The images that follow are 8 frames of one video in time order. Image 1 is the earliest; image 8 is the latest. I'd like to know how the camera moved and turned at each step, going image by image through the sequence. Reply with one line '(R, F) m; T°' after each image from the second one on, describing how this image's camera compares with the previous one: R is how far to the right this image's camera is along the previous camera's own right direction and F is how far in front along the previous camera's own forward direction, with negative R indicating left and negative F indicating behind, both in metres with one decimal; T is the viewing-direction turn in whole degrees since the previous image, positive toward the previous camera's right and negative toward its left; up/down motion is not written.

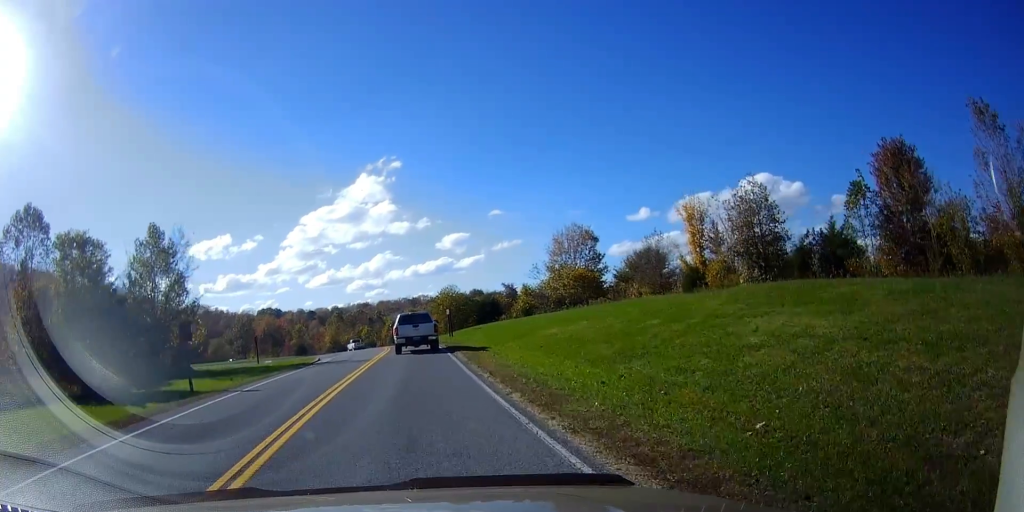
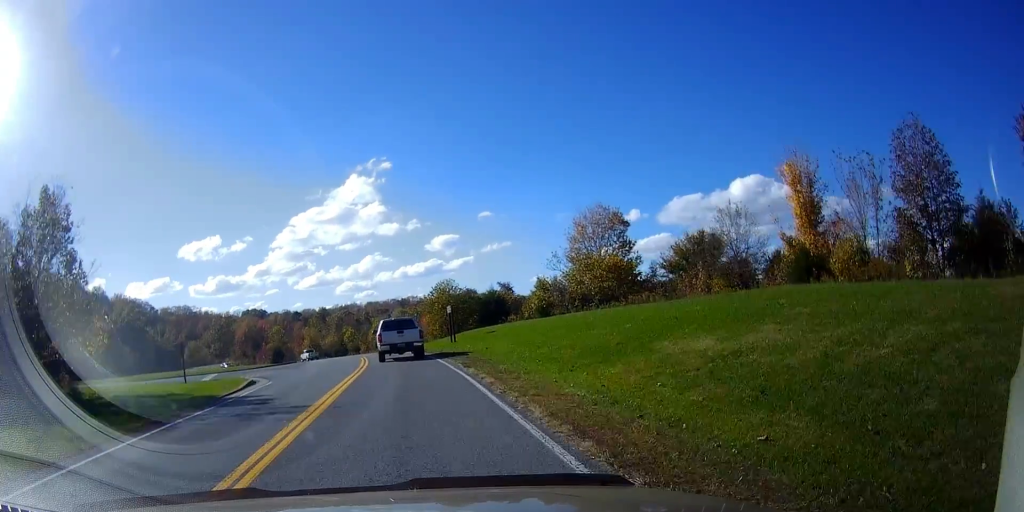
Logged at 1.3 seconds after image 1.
(+0.4, +14.7) m; +2°
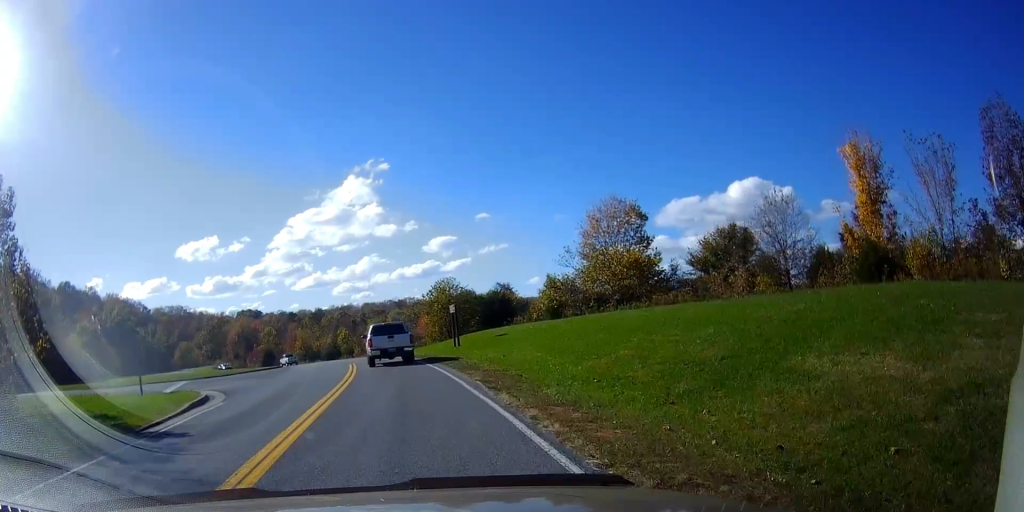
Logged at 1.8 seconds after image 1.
(0.0, +5.8) m; 0°
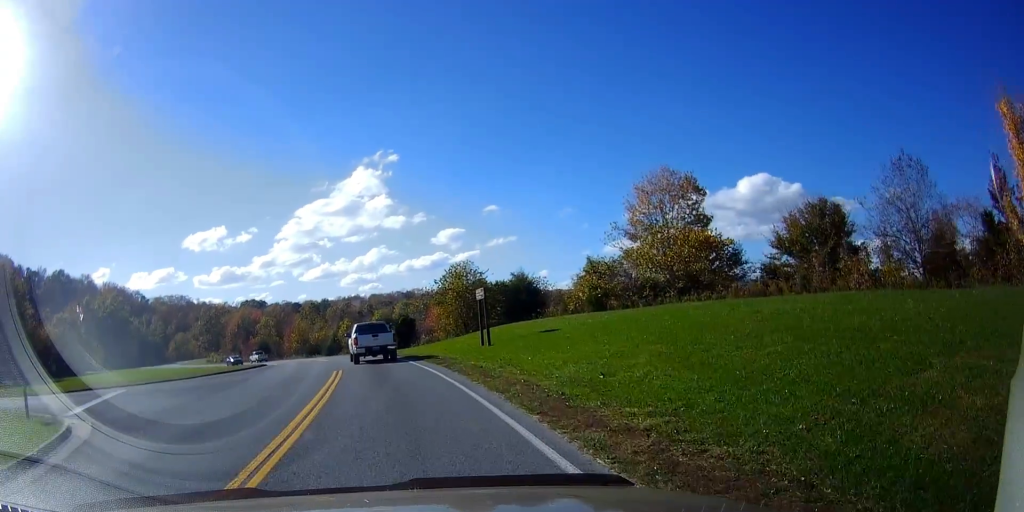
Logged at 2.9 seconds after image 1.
(-0.2, +11.1) m; -1°
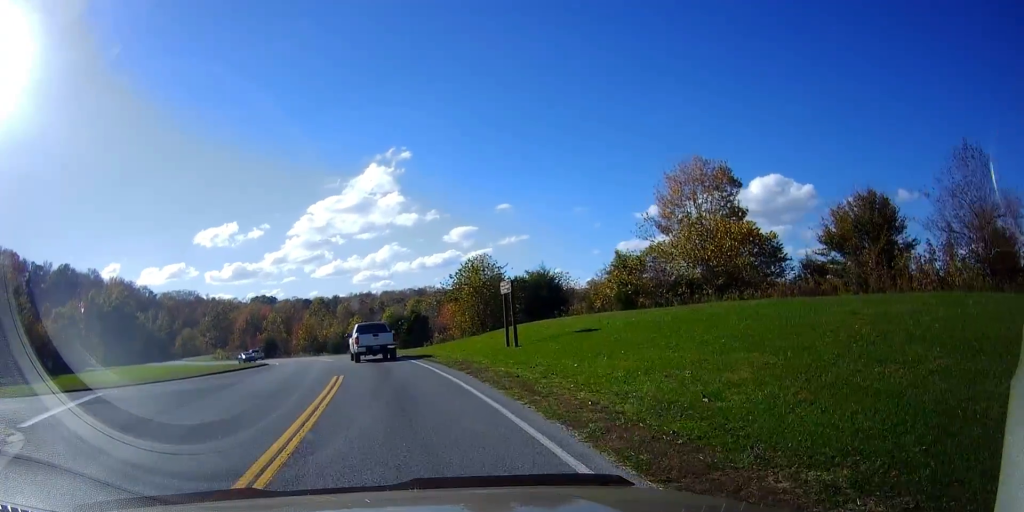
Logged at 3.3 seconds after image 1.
(0.0, +4.1) m; 0°
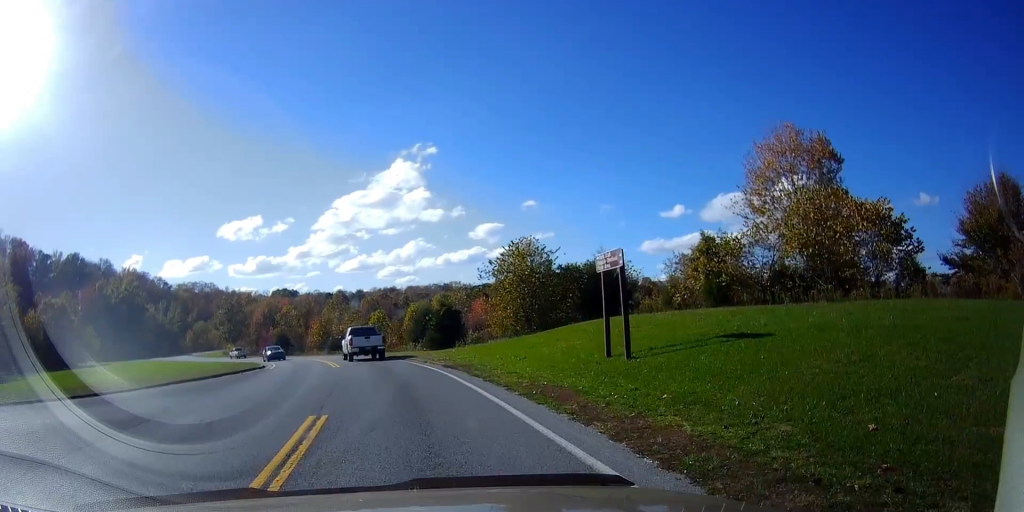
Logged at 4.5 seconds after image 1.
(+0.1, +10.1) m; 0°
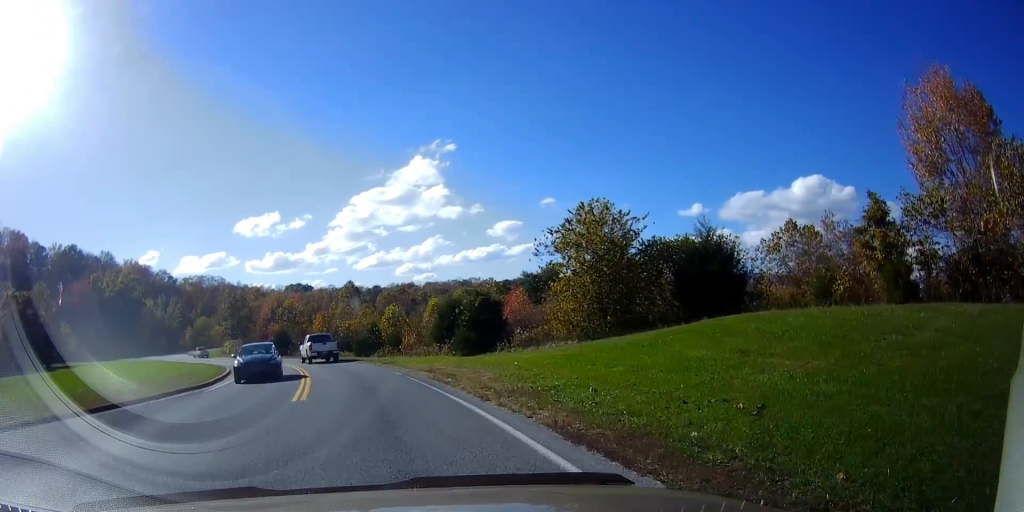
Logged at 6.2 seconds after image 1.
(0.0, +13.4) m; -3°
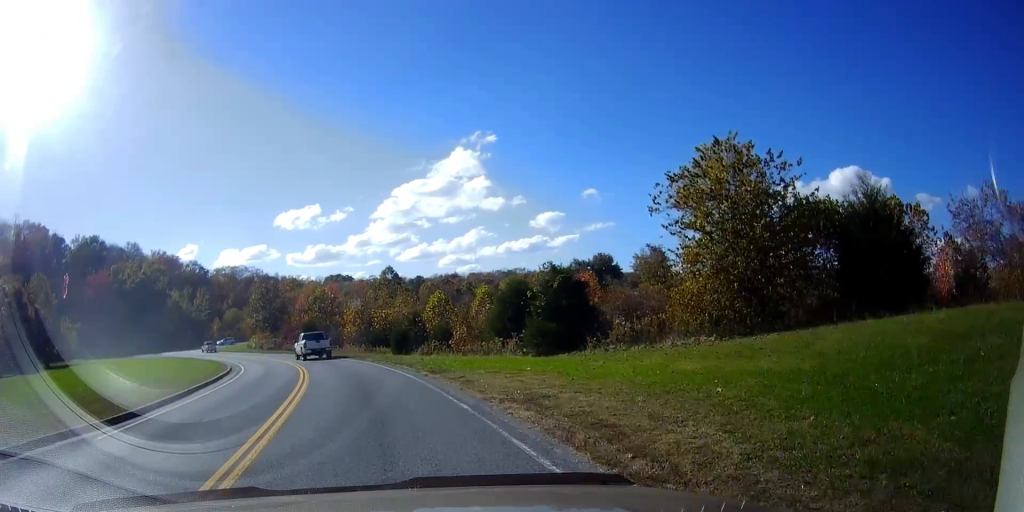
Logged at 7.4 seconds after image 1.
(-0.6, +9.8) m; -4°
